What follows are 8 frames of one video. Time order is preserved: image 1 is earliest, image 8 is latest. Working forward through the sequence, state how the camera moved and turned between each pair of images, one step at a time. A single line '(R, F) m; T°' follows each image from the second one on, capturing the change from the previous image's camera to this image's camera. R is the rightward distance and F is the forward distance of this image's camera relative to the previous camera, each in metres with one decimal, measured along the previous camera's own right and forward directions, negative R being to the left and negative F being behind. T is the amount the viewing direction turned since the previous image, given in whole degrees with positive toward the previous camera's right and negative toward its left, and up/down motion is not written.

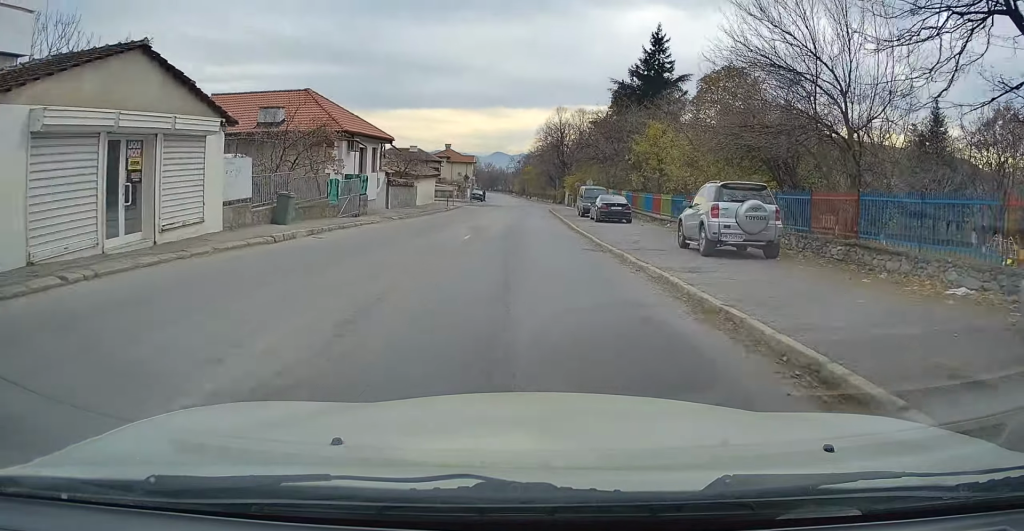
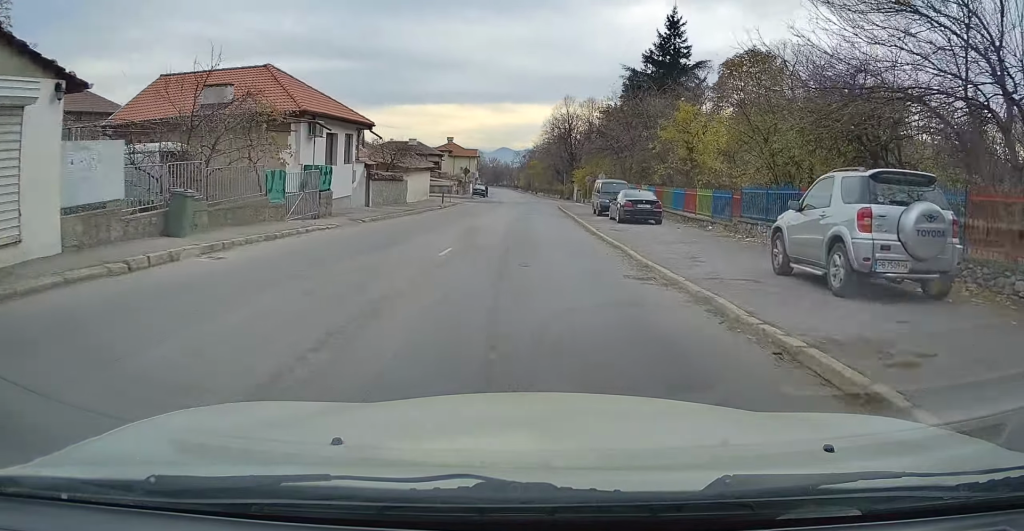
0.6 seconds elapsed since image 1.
(0.0, +6.3) m; 0°
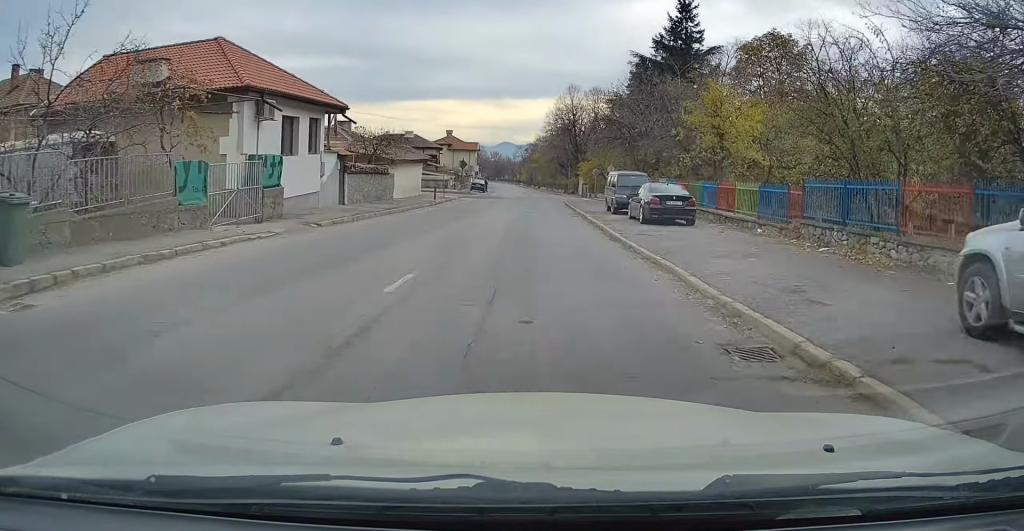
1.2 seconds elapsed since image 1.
(0.0, +5.1) m; -1°
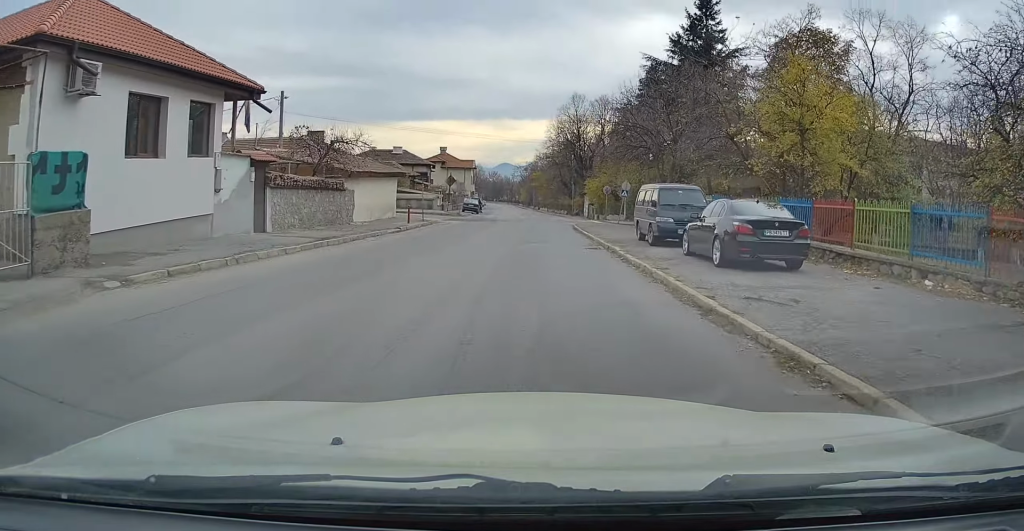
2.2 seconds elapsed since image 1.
(-0.2, +9.1) m; -2°
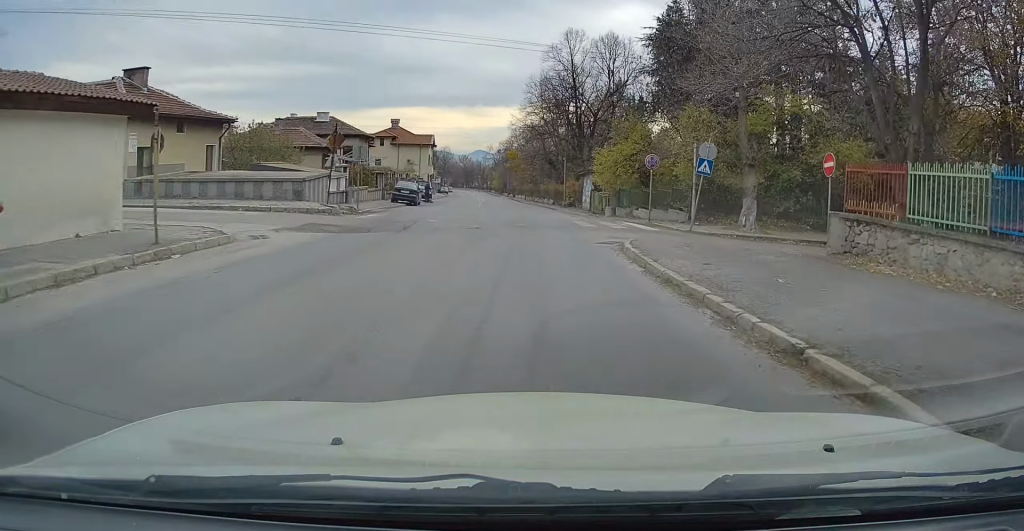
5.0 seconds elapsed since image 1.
(+0.3, +24.9) m; +3°
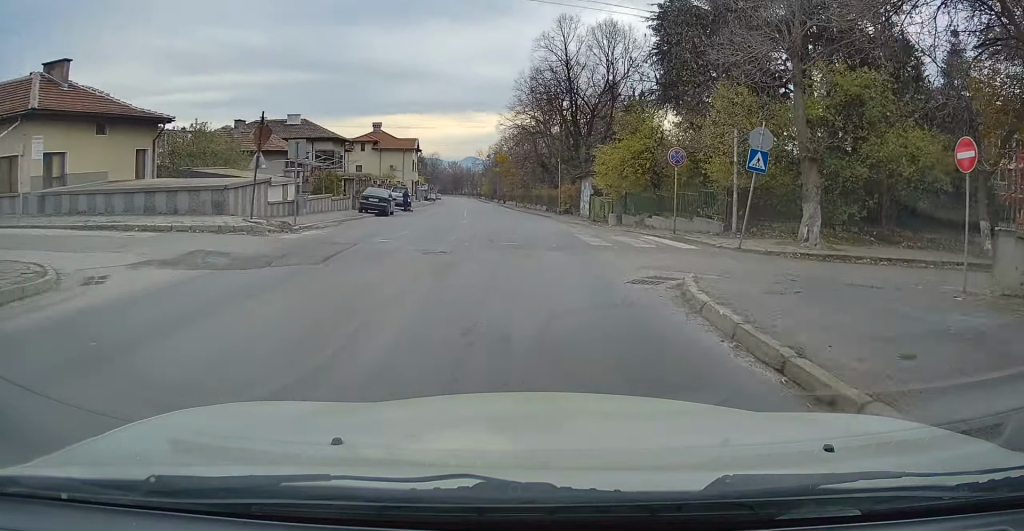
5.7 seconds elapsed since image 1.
(0.0, +6.0) m; 0°
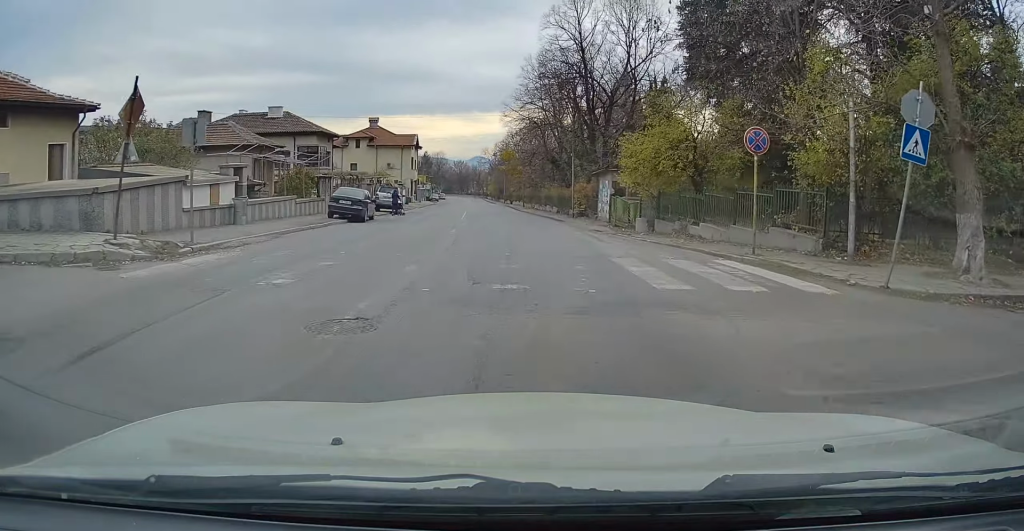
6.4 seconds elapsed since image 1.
(0.0, +6.8) m; 0°
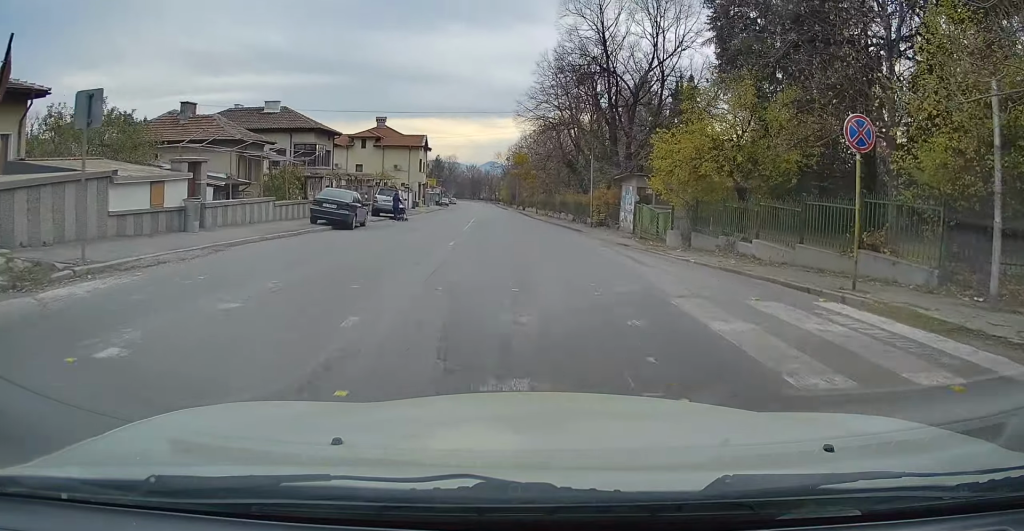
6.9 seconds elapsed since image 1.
(0.0, +4.2) m; 0°
